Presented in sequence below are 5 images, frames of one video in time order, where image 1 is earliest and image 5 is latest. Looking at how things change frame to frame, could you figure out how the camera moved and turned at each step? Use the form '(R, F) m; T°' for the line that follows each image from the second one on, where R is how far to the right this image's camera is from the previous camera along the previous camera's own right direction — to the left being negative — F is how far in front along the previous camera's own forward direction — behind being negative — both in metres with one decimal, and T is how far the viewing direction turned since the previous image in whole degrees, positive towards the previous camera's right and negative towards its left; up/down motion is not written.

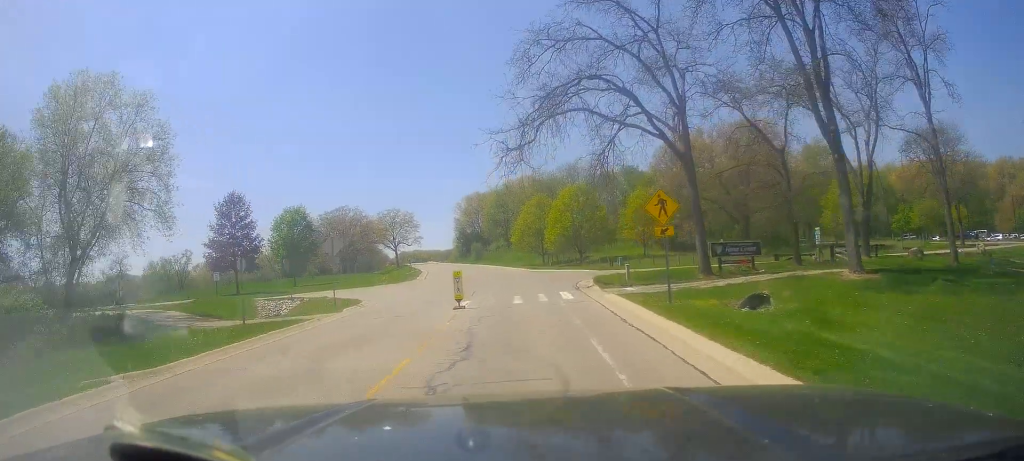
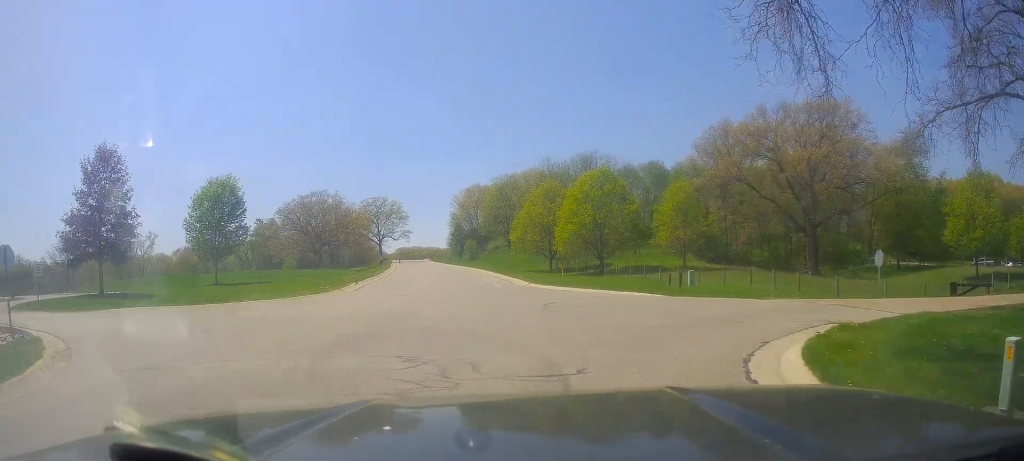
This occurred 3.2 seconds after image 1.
(0.0, +25.2) m; -10°
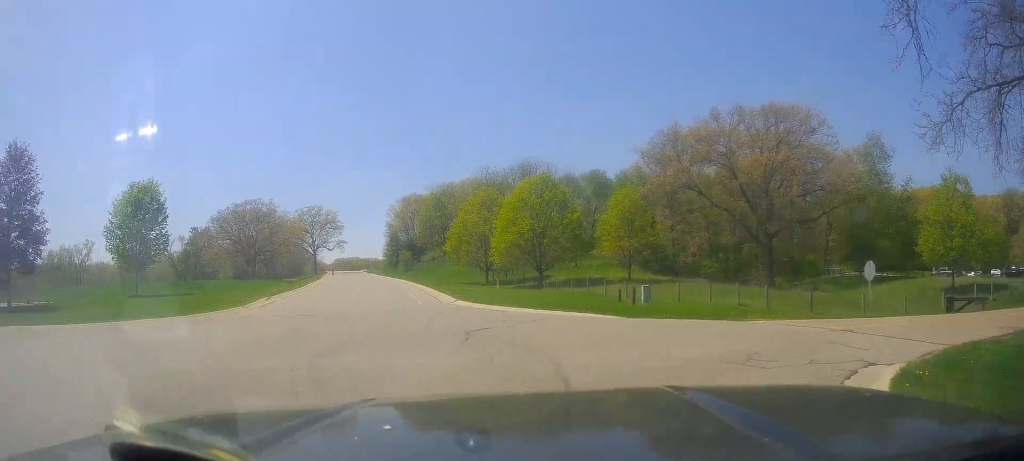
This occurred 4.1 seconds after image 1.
(-0.2, +4.6) m; +6°
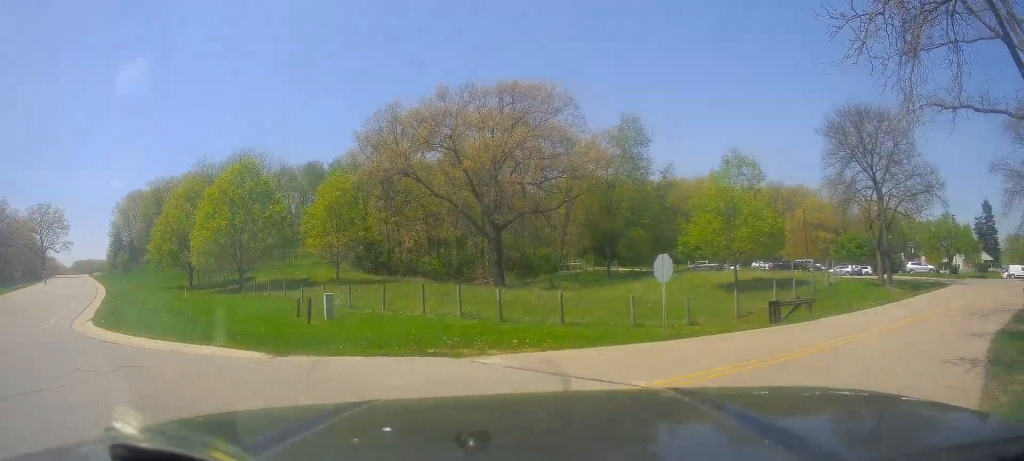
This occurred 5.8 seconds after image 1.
(+2.5, +6.5) m; +46°
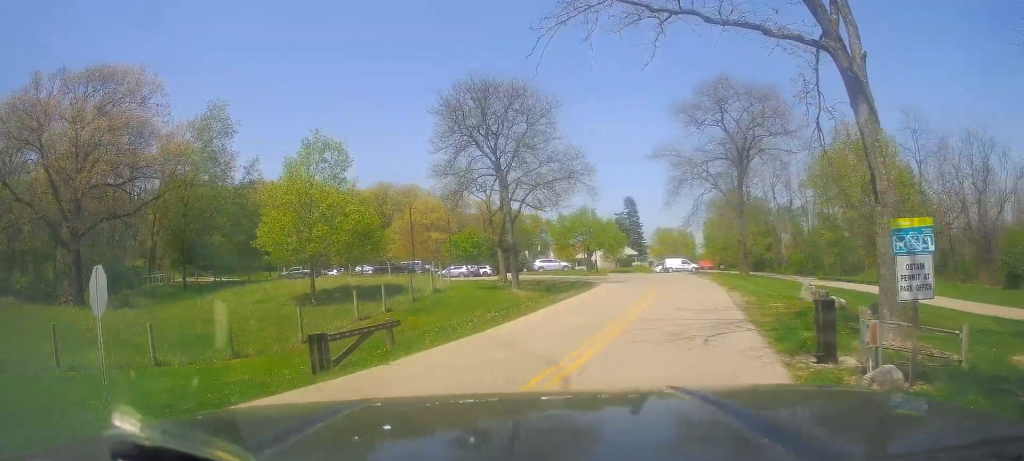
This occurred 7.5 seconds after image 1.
(+1.8, +7.0) m; +35°
